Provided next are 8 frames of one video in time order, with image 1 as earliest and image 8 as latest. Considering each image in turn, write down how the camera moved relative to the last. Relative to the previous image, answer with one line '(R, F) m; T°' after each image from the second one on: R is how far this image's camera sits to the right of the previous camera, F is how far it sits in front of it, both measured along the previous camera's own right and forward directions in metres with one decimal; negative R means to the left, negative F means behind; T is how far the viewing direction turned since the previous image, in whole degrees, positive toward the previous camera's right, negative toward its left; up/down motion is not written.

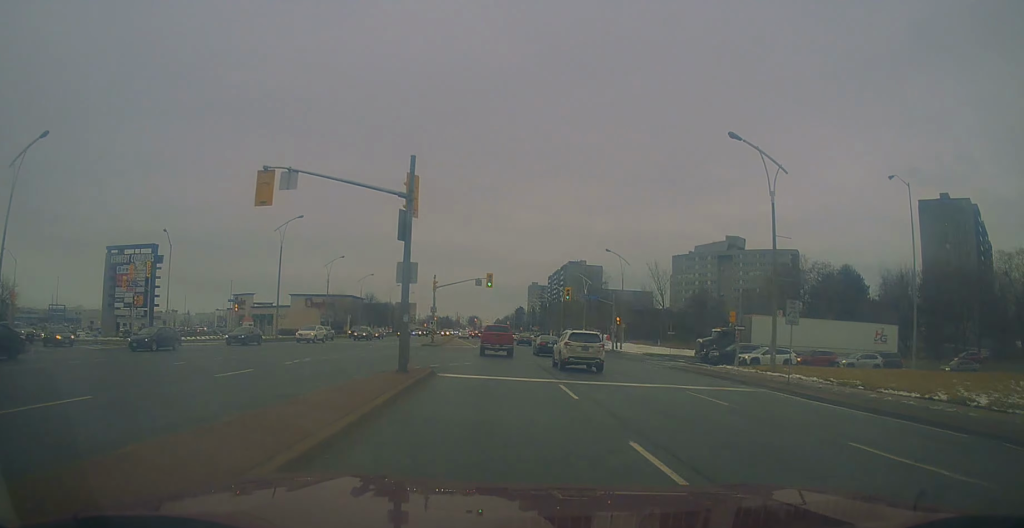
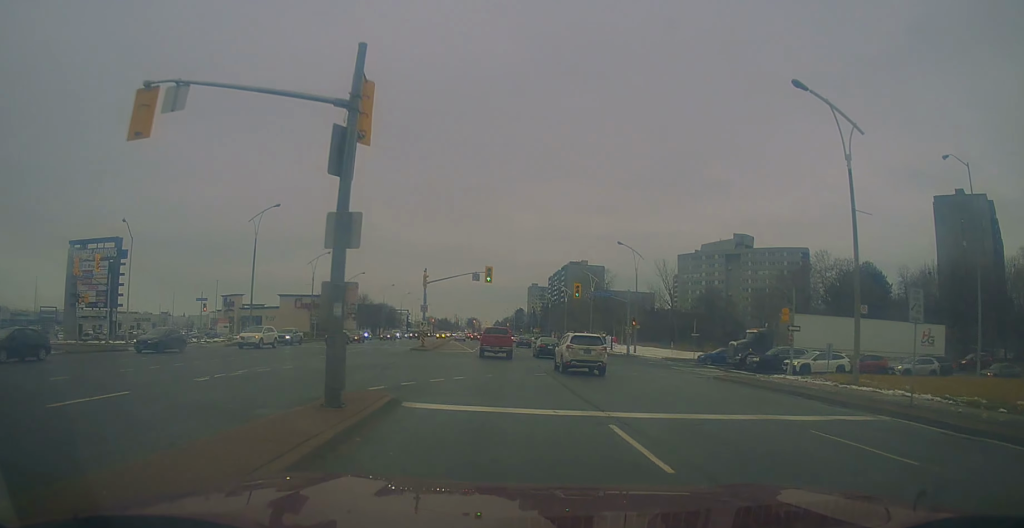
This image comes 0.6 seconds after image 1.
(0.0, +7.3) m; 0°
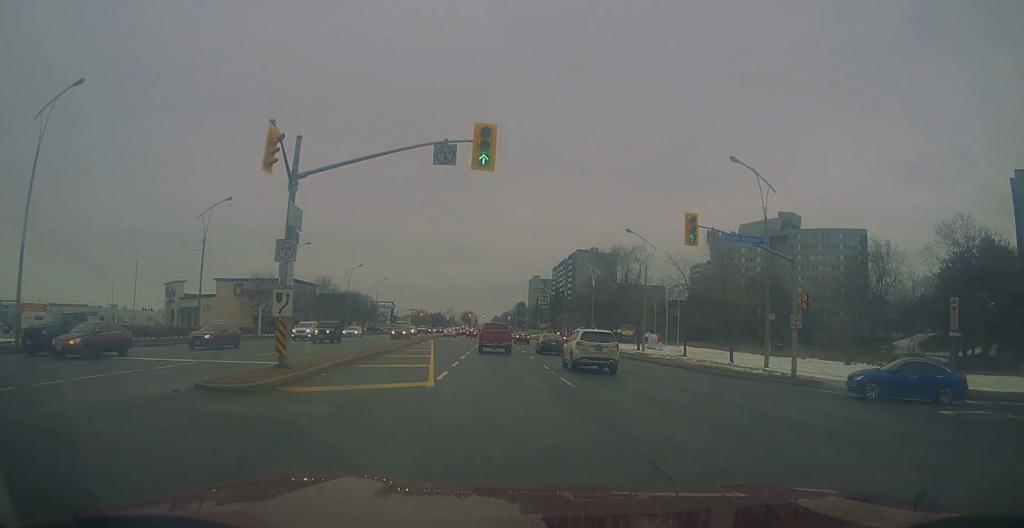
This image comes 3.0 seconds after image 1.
(0.0, +32.3) m; +1°
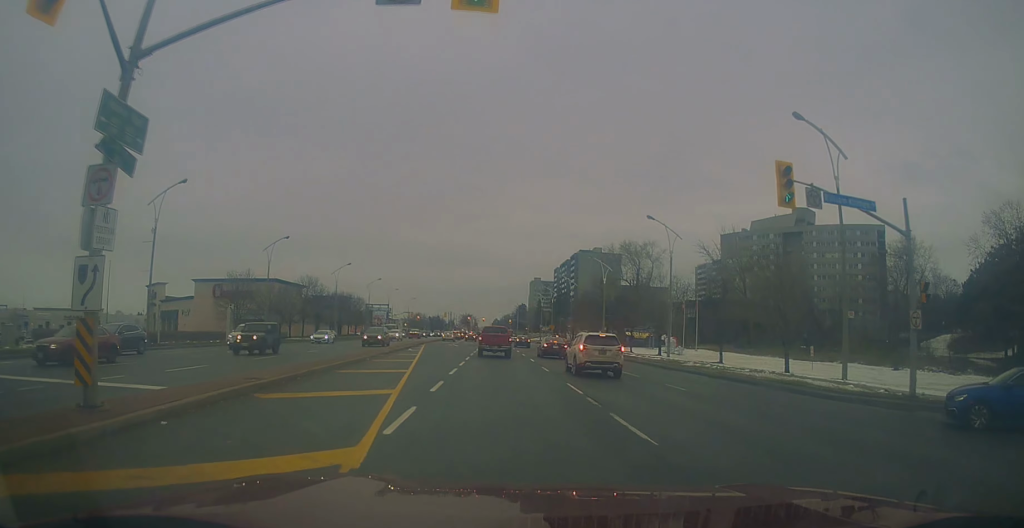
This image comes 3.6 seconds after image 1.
(+0.1, +8.3) m; +1°
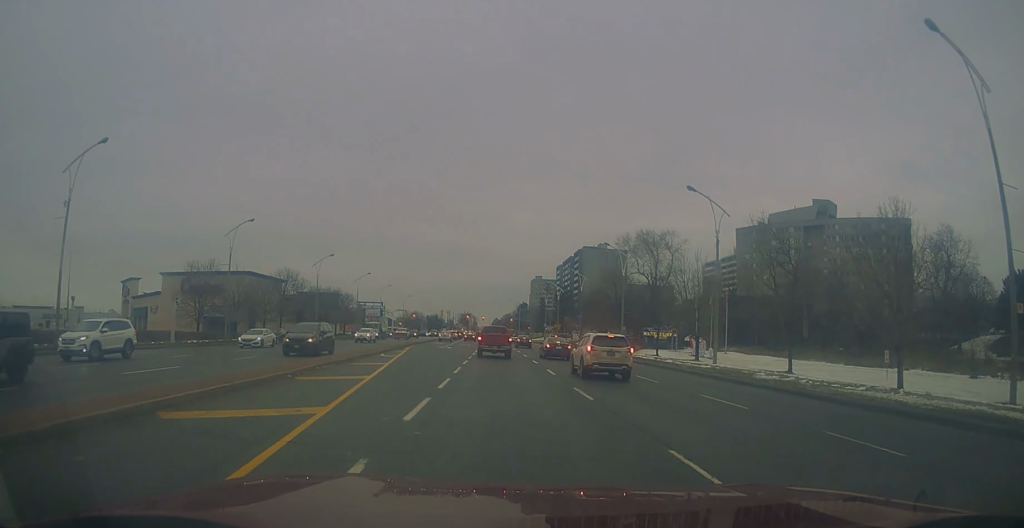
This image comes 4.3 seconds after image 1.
(+0.3, +10.7) m; 0°
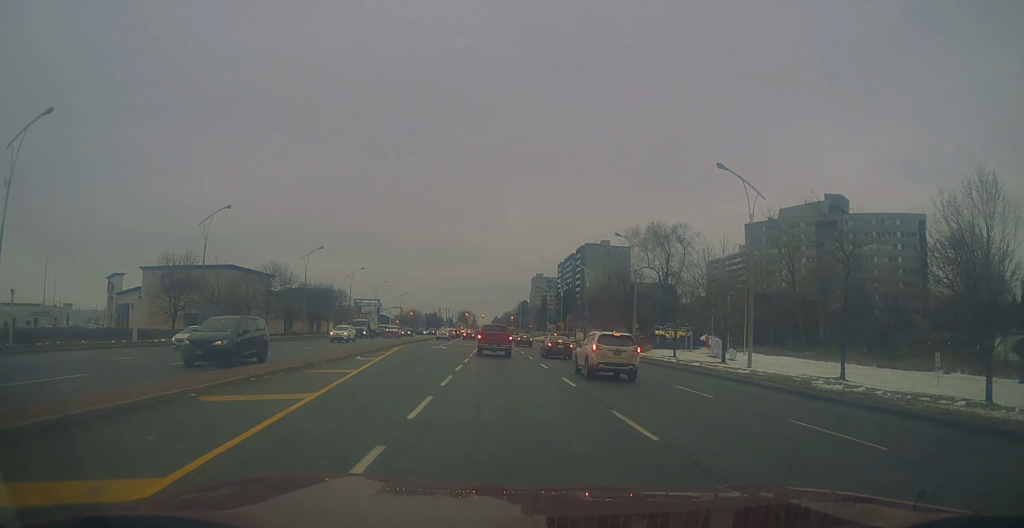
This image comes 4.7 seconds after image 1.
(-0.1, +5.6) m; -1°
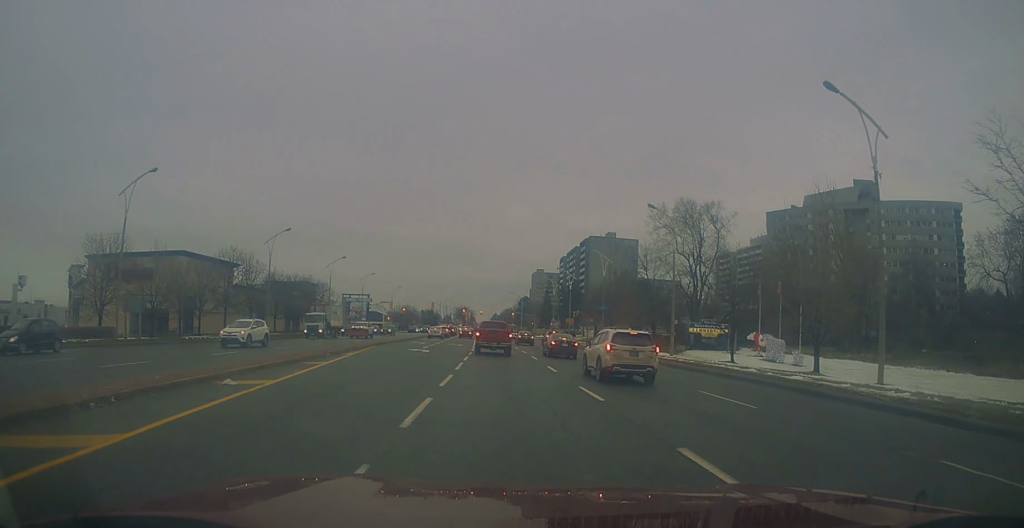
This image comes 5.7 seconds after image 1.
(-0.2, +12.9) m; -1°
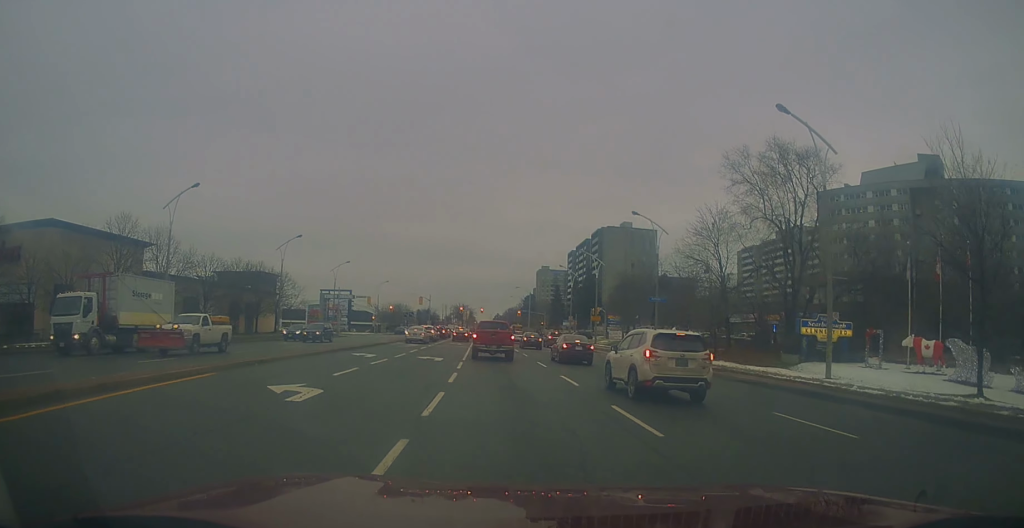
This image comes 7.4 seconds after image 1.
(+0.4, +22.9) m; +2°
